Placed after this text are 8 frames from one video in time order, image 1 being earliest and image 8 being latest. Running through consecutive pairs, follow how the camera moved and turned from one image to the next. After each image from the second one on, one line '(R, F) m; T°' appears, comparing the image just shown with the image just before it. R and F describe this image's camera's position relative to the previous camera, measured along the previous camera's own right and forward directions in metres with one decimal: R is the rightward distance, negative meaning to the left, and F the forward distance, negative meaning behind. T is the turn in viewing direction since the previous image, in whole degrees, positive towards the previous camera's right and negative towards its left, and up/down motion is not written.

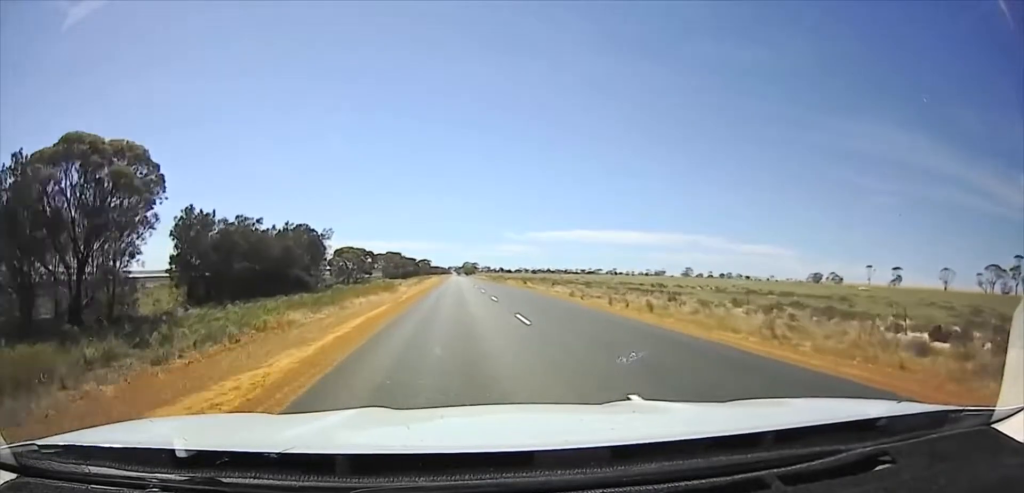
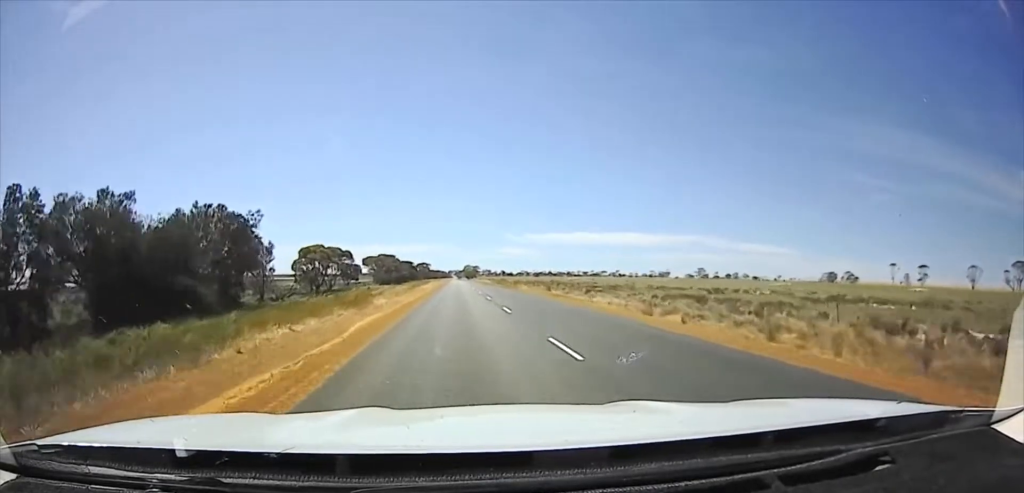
(-0.1, +16.1) m; 0°
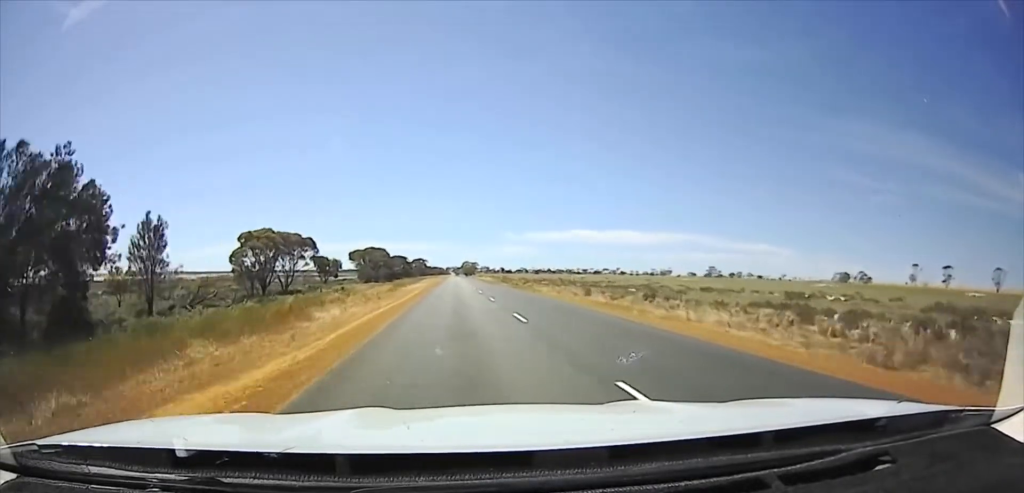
(-0.1, +13.9) m; +1°
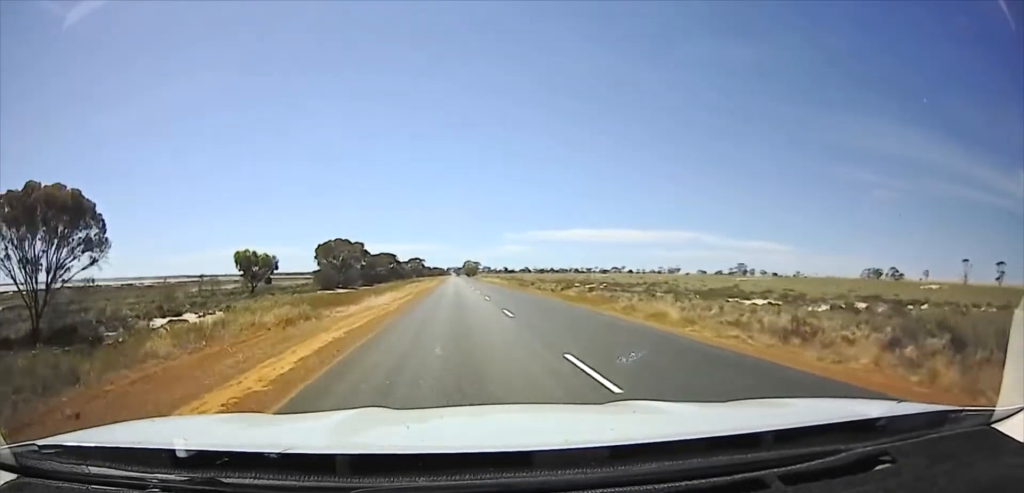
(+0.6, +26.3) m; +1°
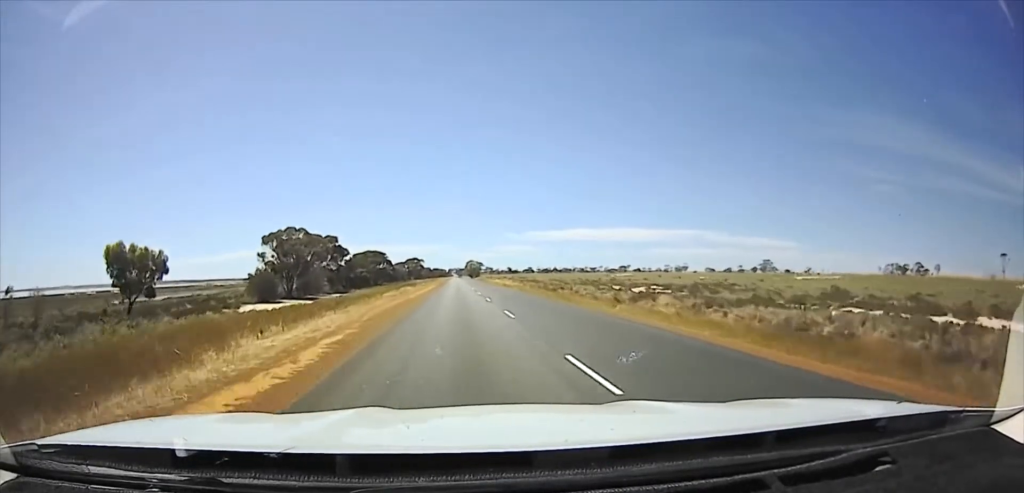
(0.0, +17.9) m; -1°
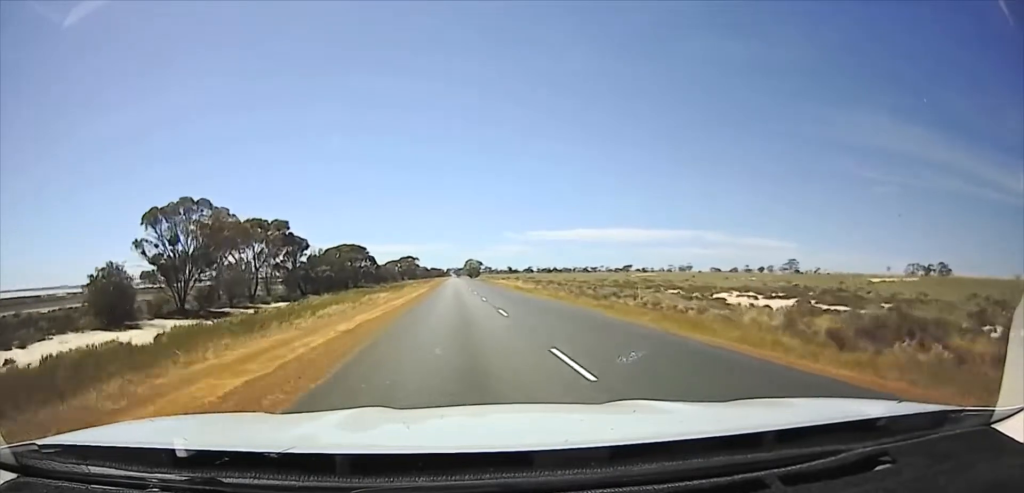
(-0.2, +16.2) m; -1°
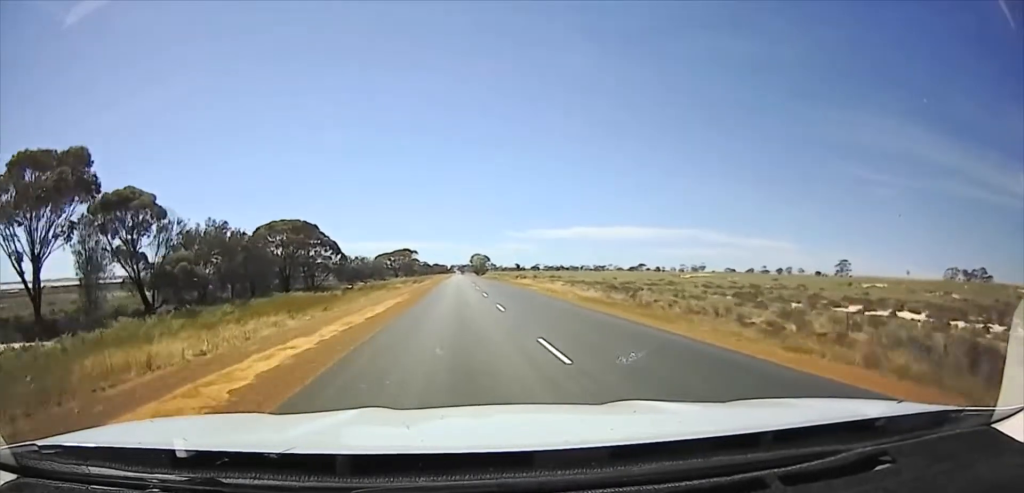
(-0.2, +24.1) m; -1°
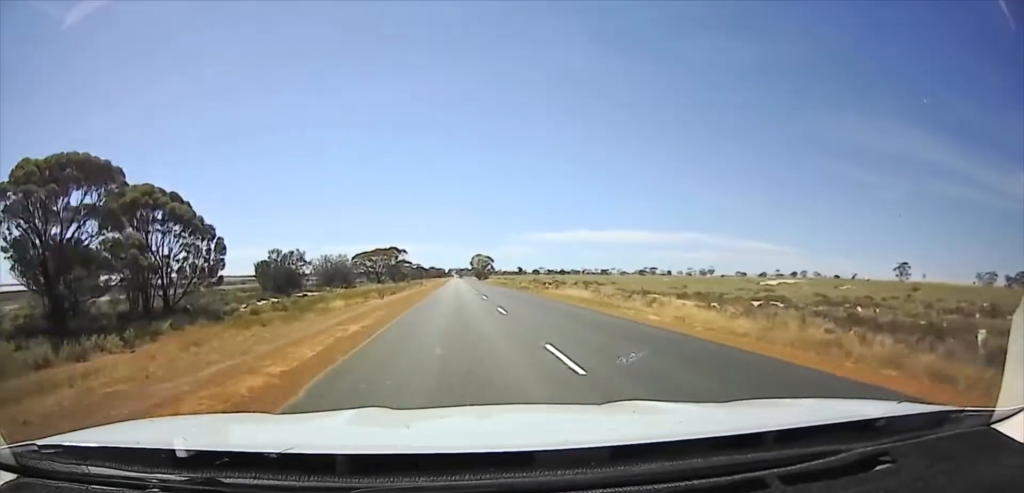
(-0.5, +27.1) m; -3°
